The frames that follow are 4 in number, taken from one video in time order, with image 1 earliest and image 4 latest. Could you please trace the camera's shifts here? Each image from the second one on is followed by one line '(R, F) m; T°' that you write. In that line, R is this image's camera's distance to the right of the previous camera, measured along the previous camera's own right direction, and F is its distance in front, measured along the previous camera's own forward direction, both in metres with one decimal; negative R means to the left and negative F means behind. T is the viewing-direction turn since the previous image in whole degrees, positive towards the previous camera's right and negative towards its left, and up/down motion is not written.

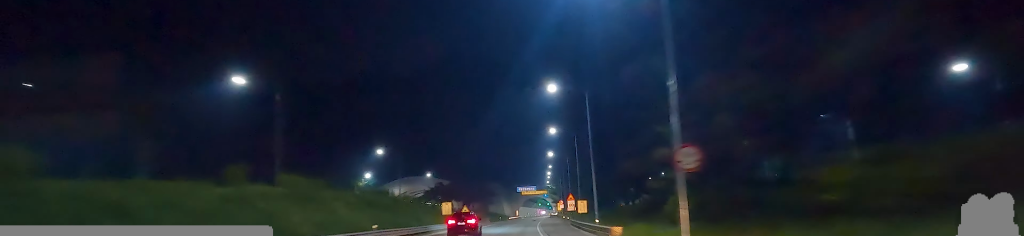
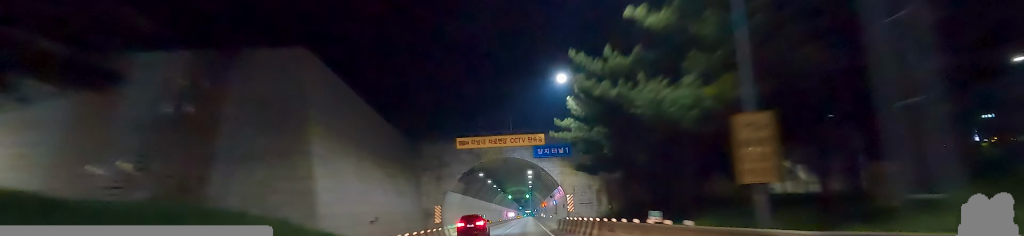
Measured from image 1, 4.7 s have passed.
(+8.5, +122.5) m; +4°
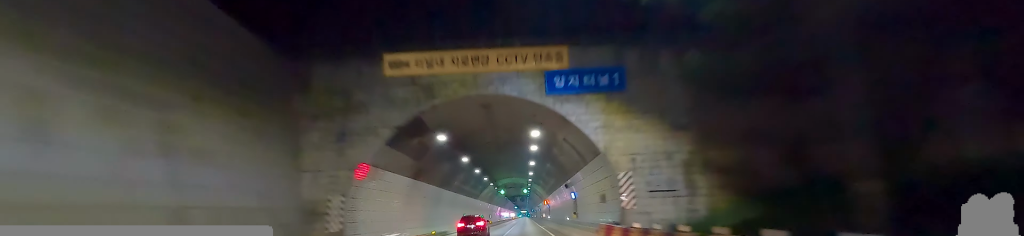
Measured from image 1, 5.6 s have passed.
(0.0, +25.9) m; +1°
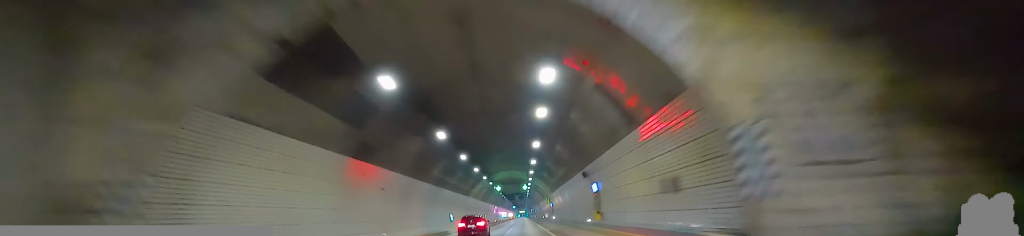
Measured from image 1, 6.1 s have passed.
(+0.1, +11.7) m; +1°
